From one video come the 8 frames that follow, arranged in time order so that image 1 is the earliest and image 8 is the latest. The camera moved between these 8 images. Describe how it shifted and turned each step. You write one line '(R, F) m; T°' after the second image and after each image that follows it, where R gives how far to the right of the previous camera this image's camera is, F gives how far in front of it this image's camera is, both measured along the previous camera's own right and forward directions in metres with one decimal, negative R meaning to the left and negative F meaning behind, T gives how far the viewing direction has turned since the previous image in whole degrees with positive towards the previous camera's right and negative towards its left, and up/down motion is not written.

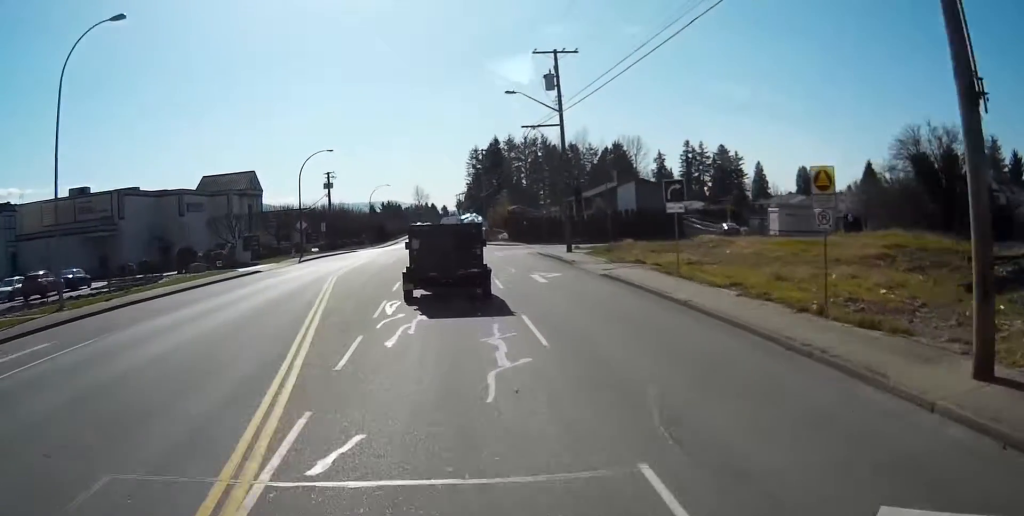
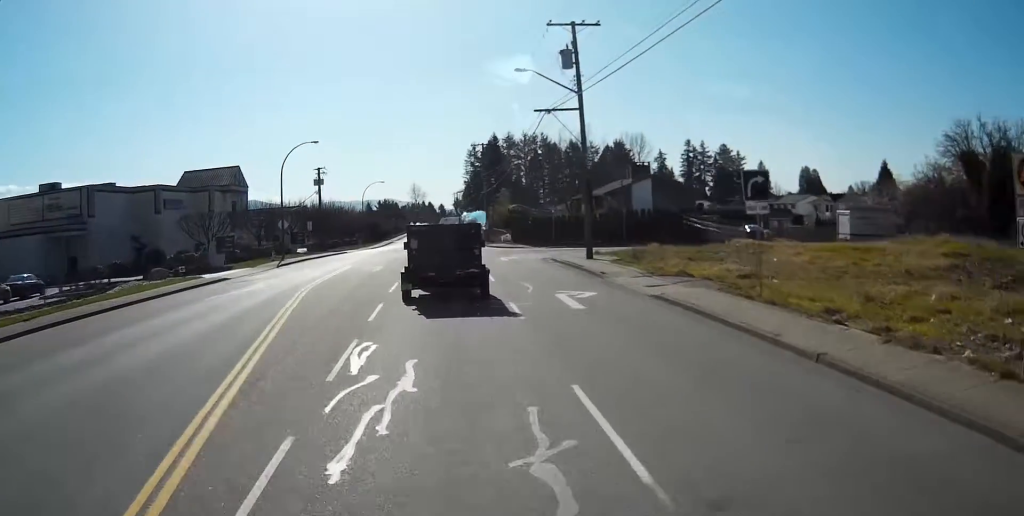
(0.0, +6.3) m; 0°
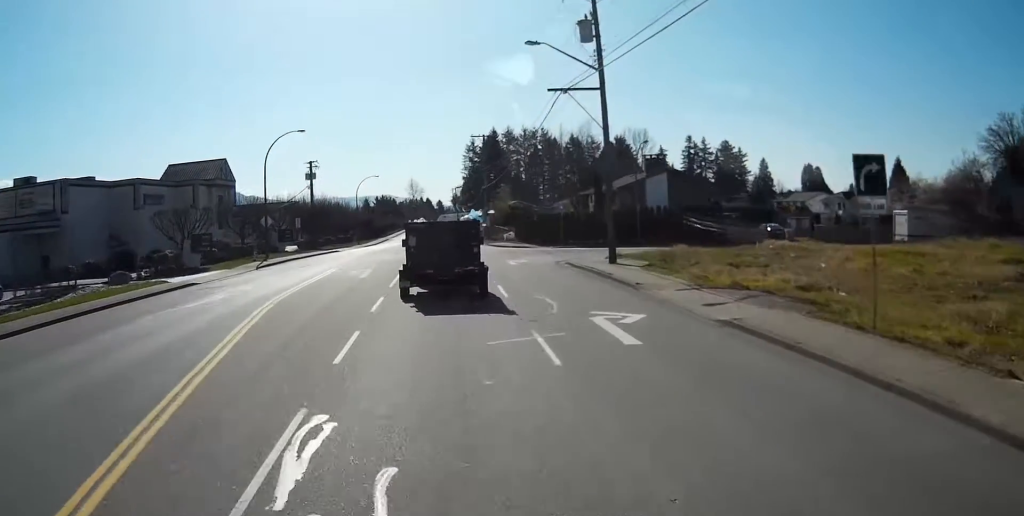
(0.0, +5.1) m; 0°
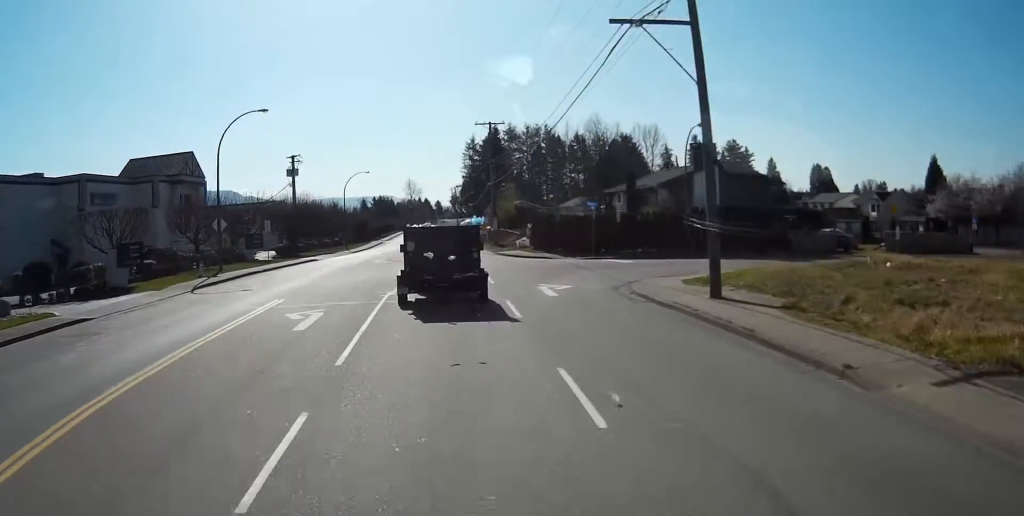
(0.0, +11.5) m; -1°
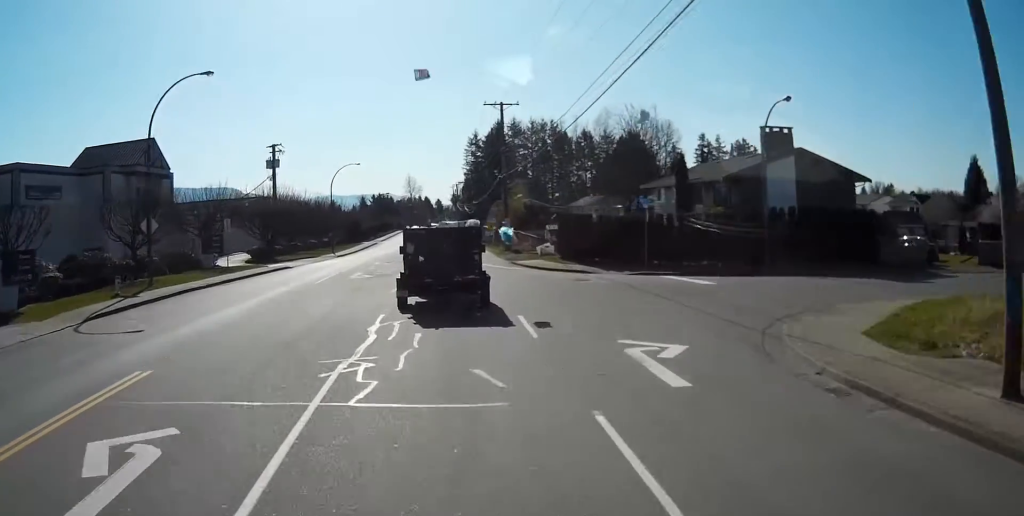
(-0.1, +11.3) m; 0°
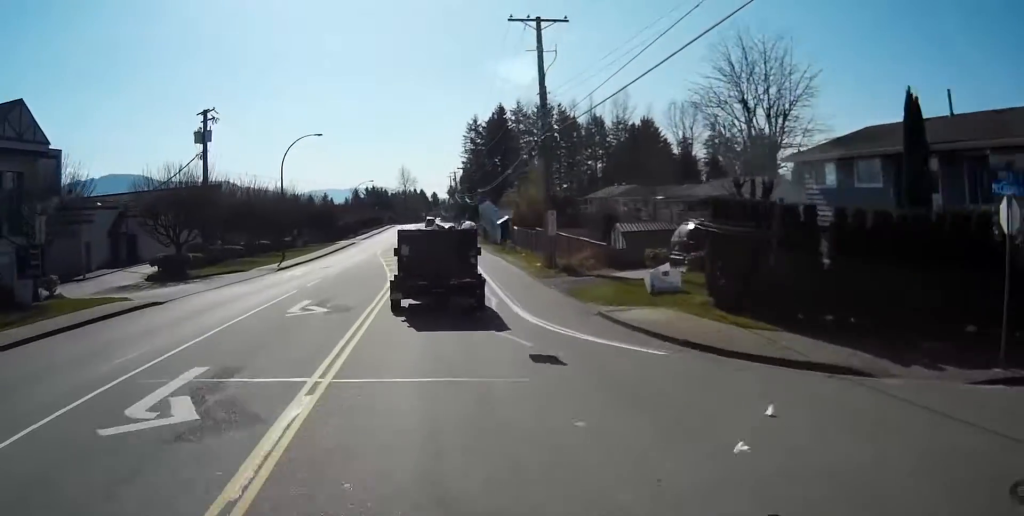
(-0.1, +23.6) m; 0°
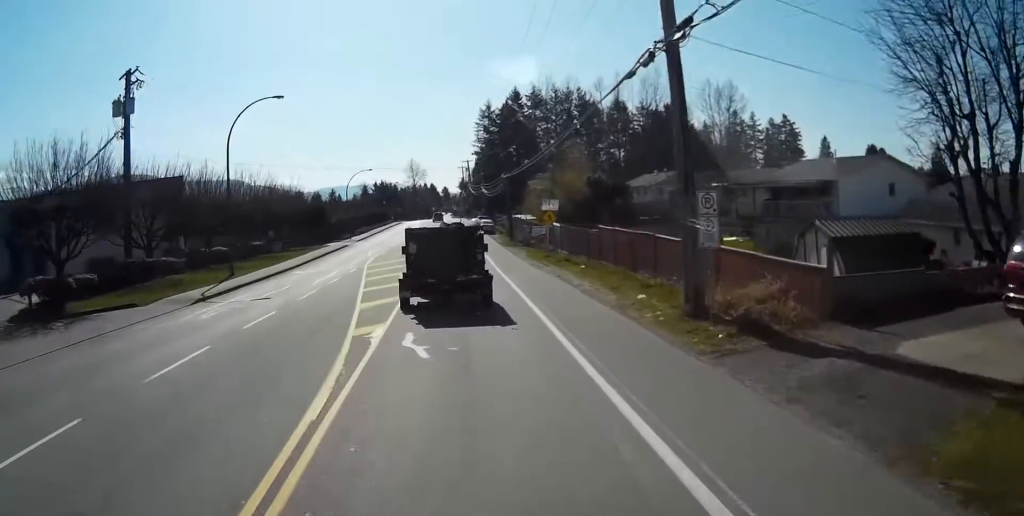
(0.0, +17.6) m; -1°
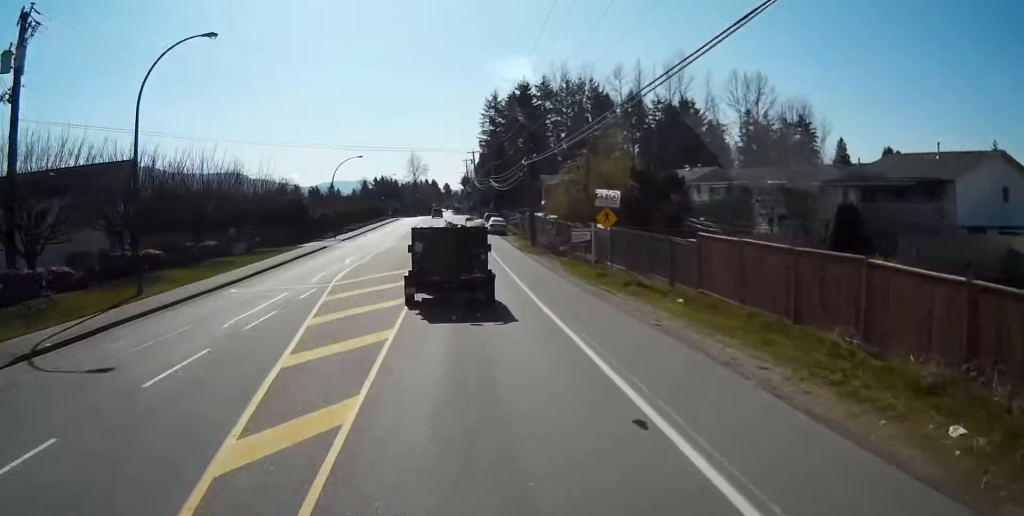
(-0.2, +13.5) m; -1°
